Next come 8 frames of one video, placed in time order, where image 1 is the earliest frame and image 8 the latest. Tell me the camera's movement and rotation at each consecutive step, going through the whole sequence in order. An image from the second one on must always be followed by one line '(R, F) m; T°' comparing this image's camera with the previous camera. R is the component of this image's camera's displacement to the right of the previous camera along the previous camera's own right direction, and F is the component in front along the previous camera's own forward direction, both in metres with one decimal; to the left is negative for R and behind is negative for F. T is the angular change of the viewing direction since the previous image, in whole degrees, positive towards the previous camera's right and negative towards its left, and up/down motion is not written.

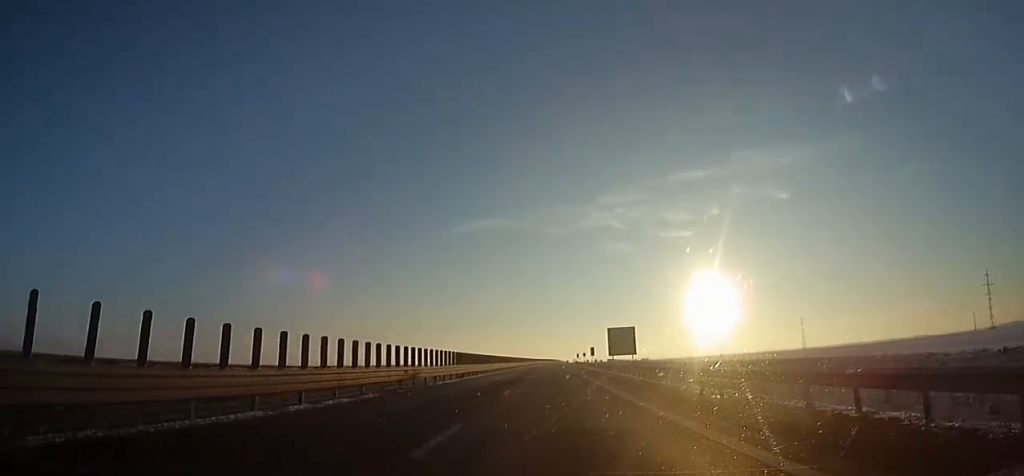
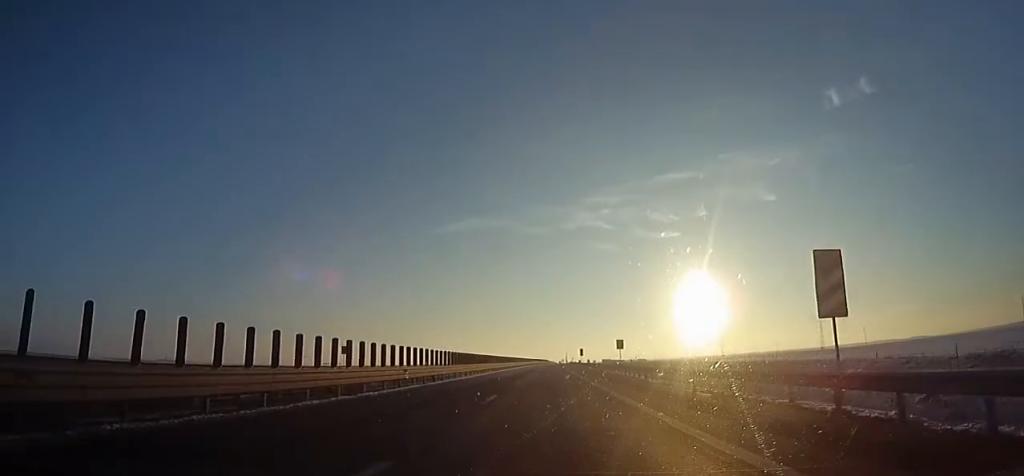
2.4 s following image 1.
(+1.1, +75.3) m; +1°
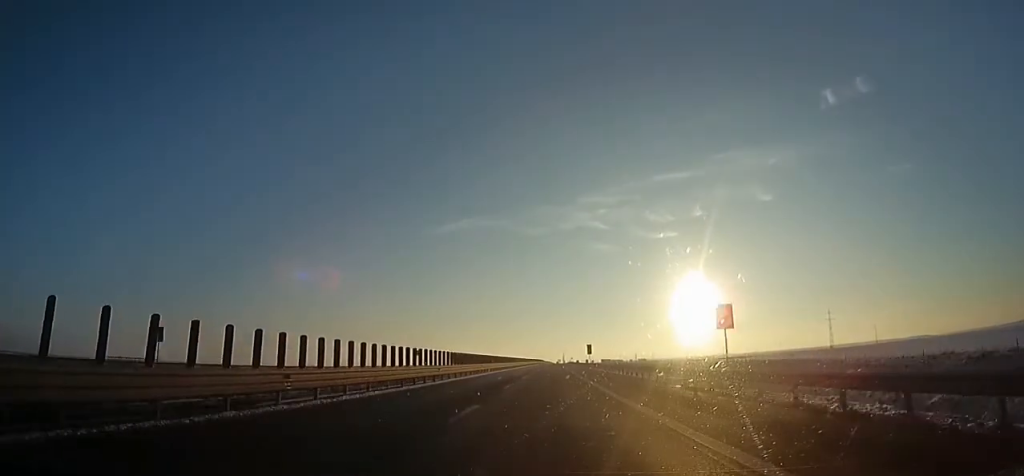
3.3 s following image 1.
(-0.4, +28.2) m; 0°
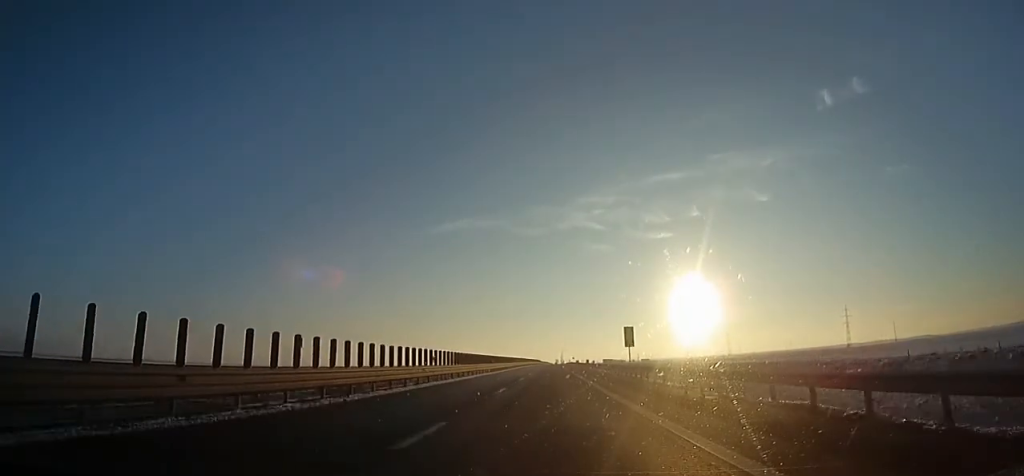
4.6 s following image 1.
(+0.4, +39.7) m; +1°
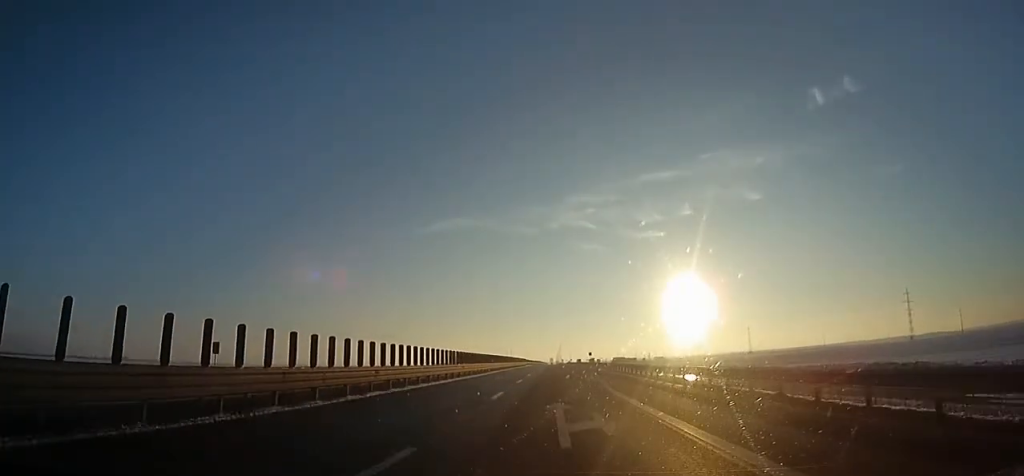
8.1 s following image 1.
(+2.1, +111.1) m; +1°
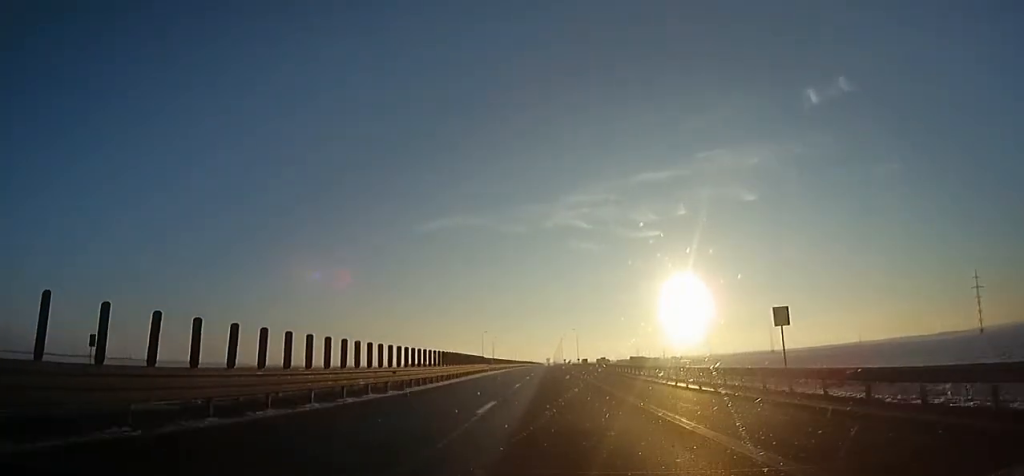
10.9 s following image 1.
(-0.8, +88.7) m; -1°
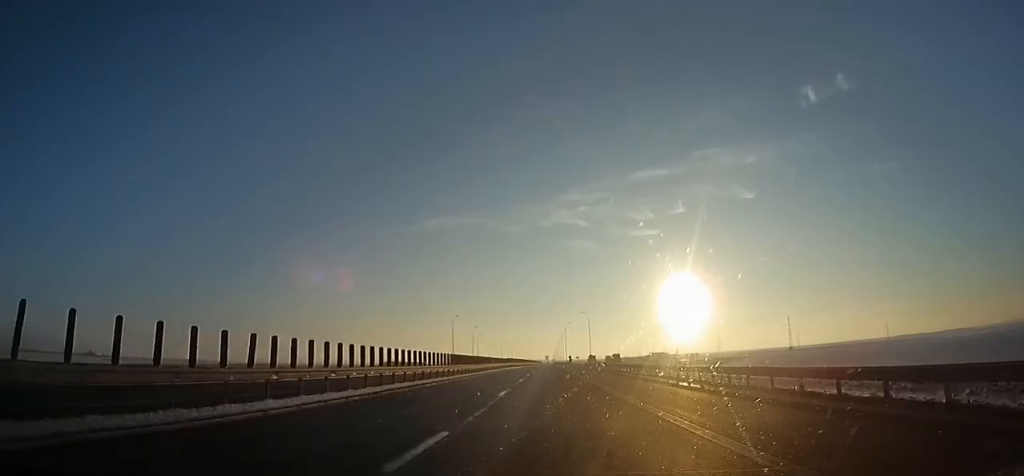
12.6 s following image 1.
(+0.3, +55.0) m; 0°
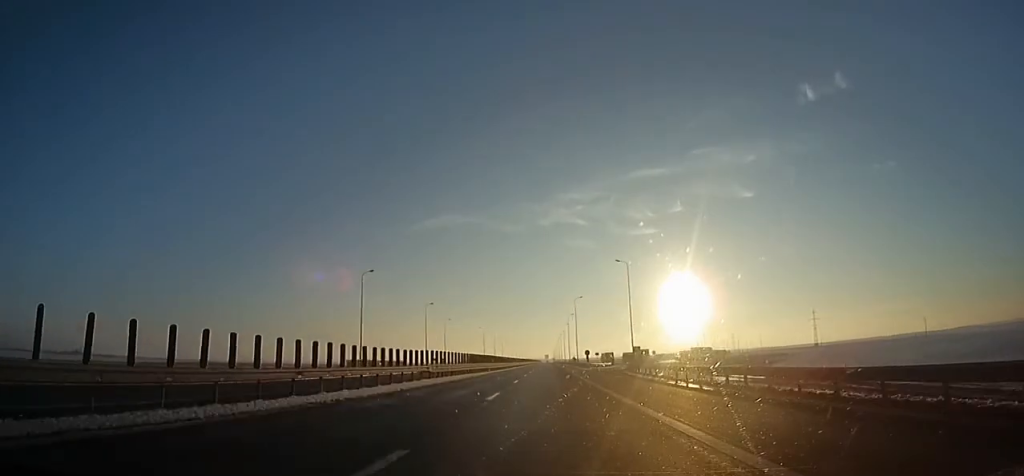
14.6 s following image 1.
(+0.3, +62.1) m; 0°
